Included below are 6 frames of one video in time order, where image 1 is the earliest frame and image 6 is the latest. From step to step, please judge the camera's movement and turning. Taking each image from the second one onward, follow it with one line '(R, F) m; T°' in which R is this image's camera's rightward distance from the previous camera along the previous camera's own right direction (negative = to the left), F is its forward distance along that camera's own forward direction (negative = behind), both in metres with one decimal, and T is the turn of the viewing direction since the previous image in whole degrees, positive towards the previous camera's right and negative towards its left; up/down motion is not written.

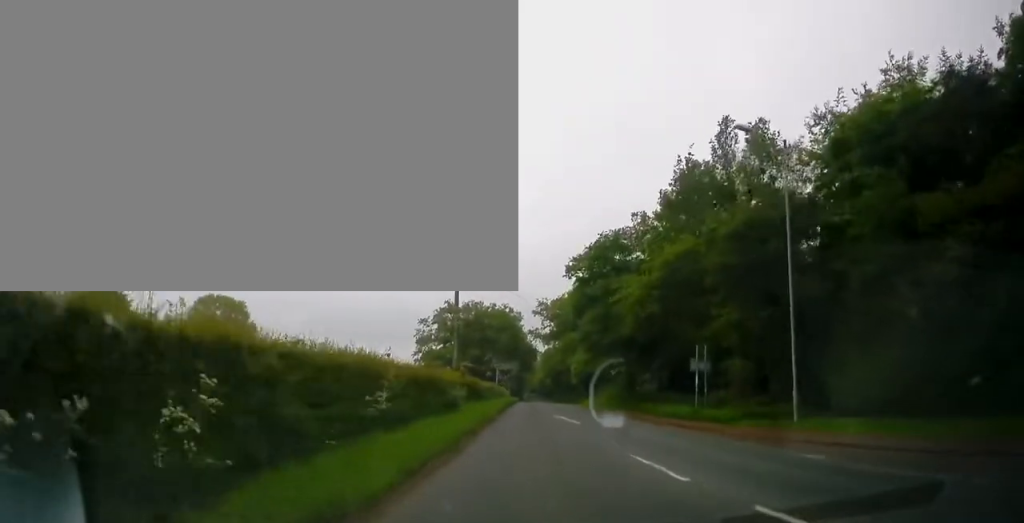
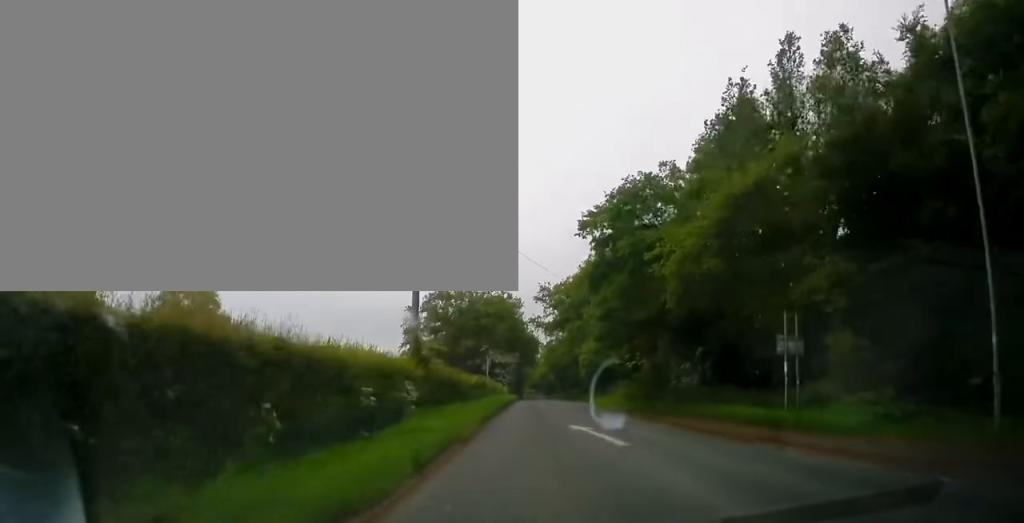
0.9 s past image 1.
(-0.2, +9.4) m; 0°
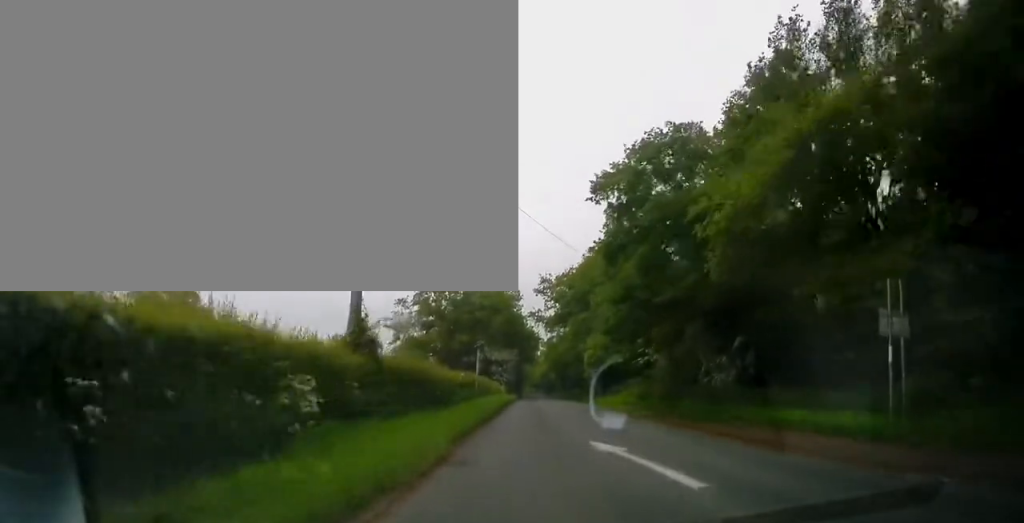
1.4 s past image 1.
(+0.1, +6.0) m; 0°
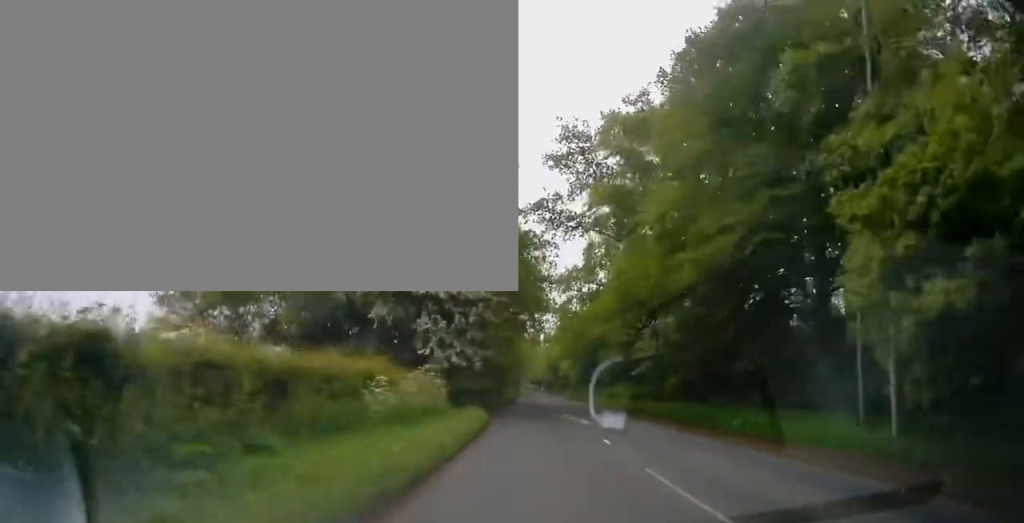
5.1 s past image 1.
(+0.4, +45.7) m; +1°
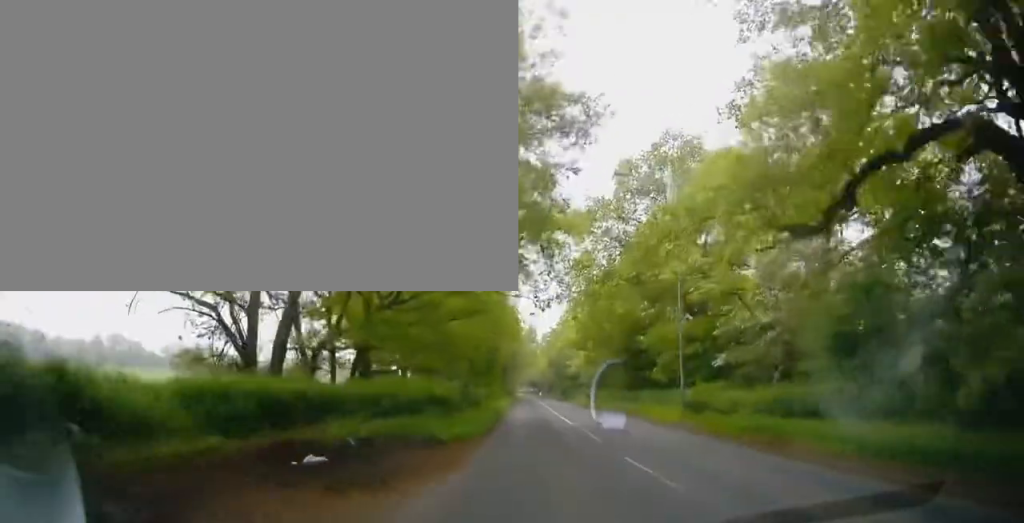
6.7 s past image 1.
(-0.1, +24.1) m; -4°
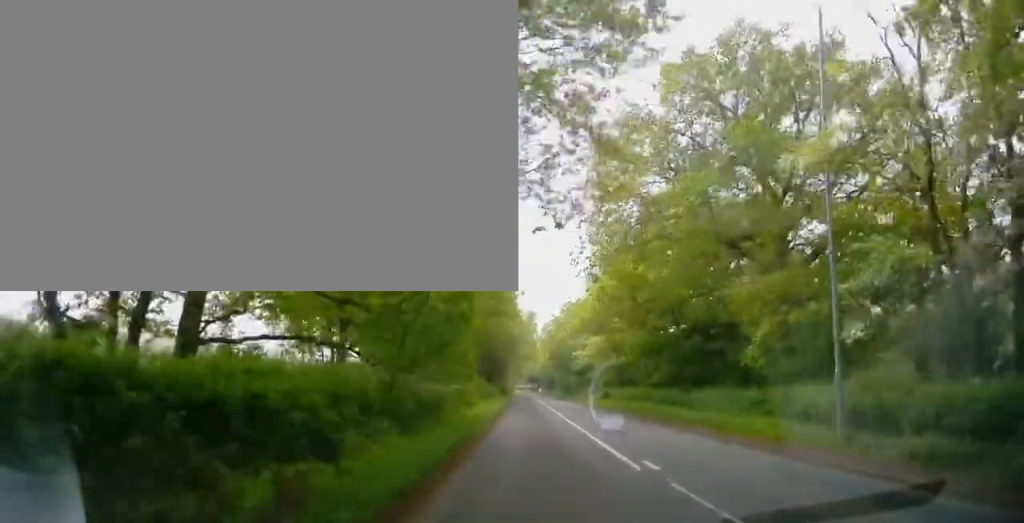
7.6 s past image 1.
(-0.7, +13.7) m; -1°
